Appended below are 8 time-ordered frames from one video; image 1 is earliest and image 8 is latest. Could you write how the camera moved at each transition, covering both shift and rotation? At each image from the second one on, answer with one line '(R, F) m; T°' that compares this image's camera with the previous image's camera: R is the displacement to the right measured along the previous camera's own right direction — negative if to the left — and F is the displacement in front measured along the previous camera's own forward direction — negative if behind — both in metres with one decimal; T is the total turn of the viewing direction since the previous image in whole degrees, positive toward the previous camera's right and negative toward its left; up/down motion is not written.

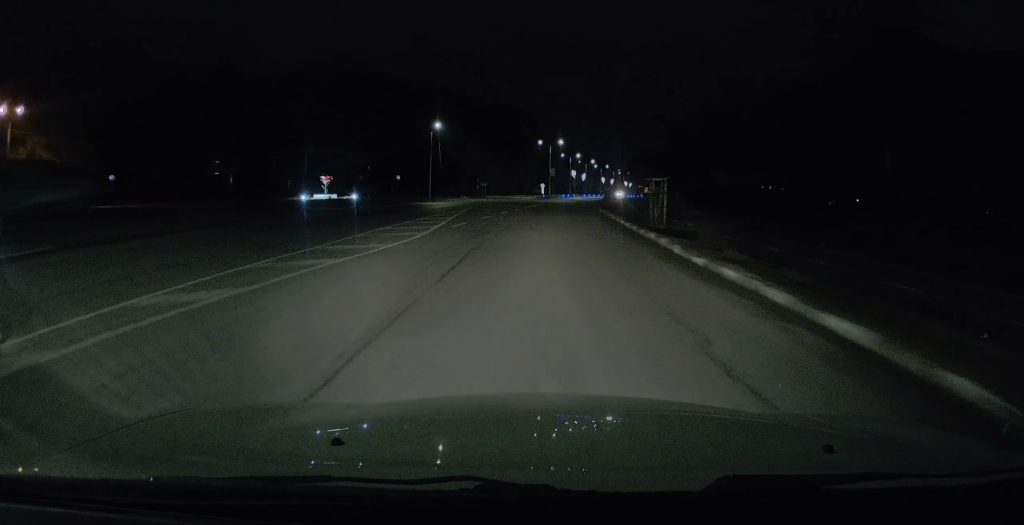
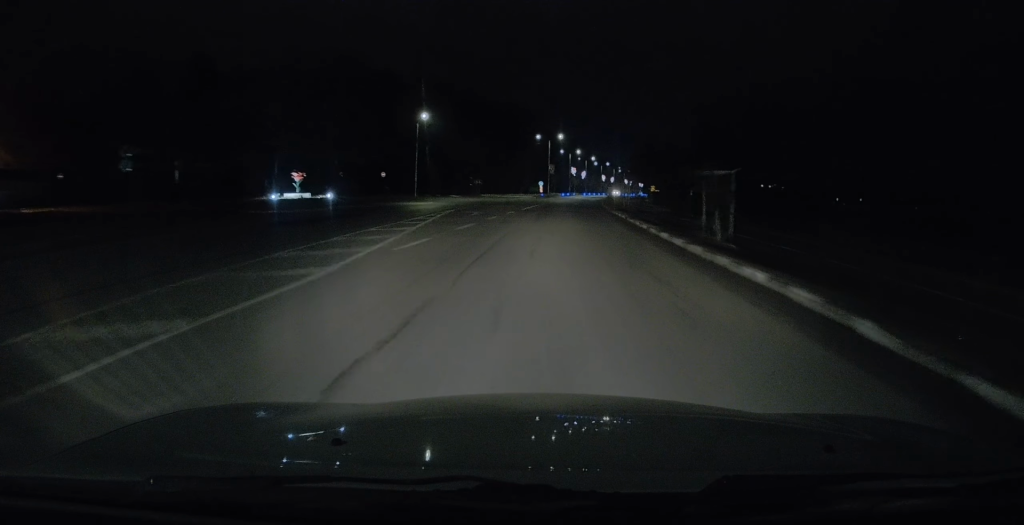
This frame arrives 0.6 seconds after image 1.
(0.0, +8.5) m; +1°
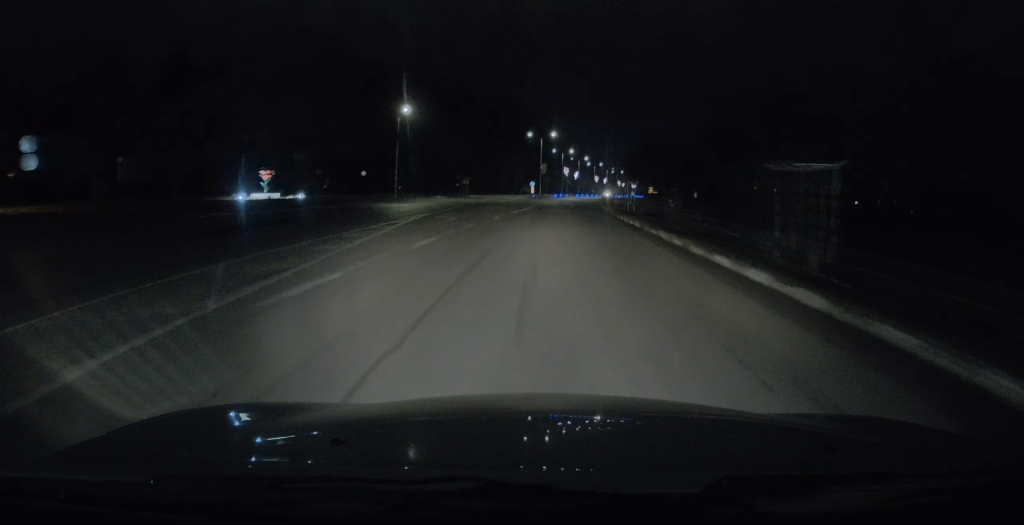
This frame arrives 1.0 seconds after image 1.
(+0.1, +6.1) m; +1°
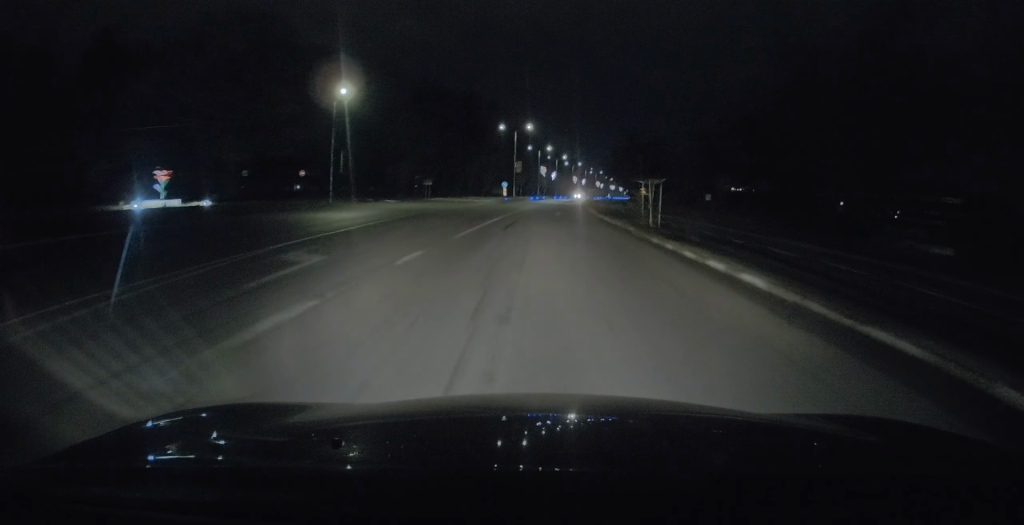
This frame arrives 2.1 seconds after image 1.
(+0.1, +14.4) m; +1°
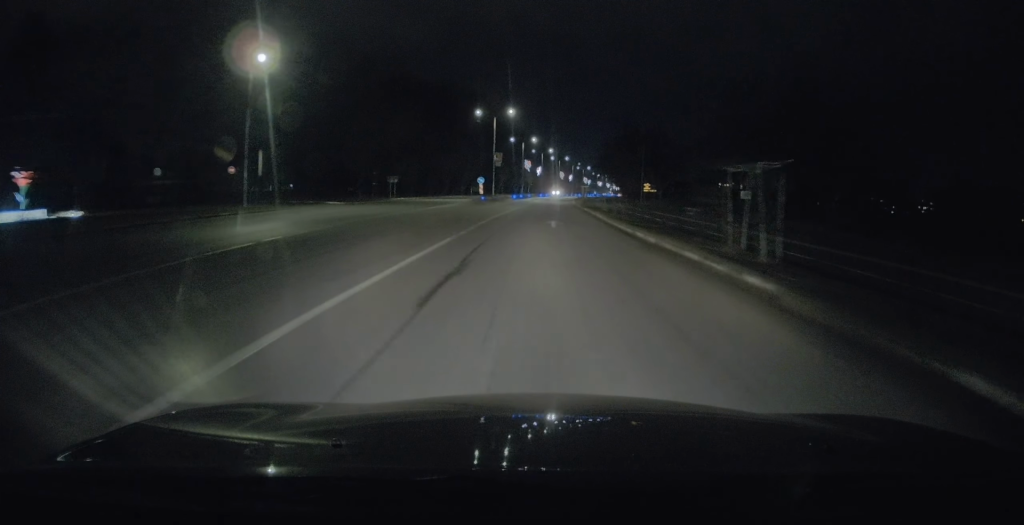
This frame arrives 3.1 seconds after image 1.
(+0.2, +13.8) m; +1°
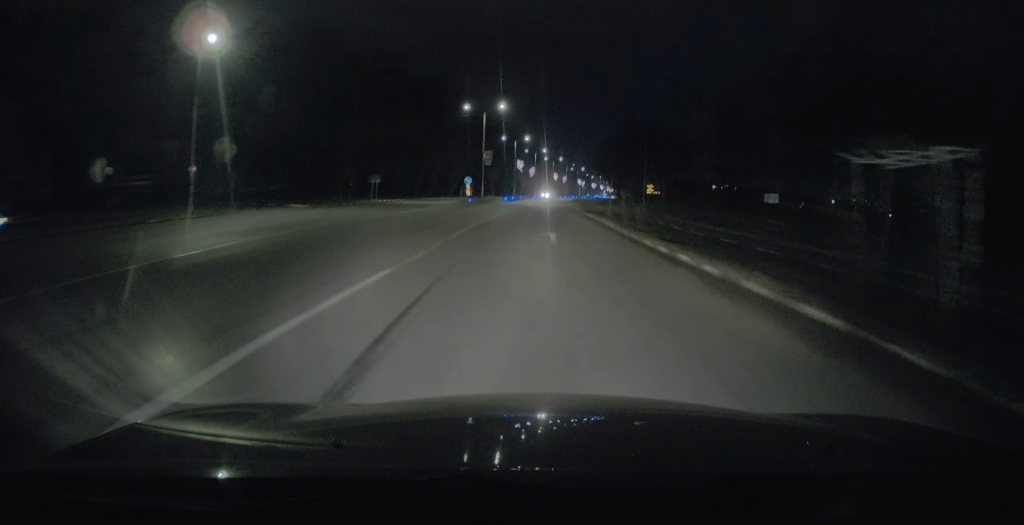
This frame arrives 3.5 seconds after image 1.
(0.0, +6.0) m; +1°
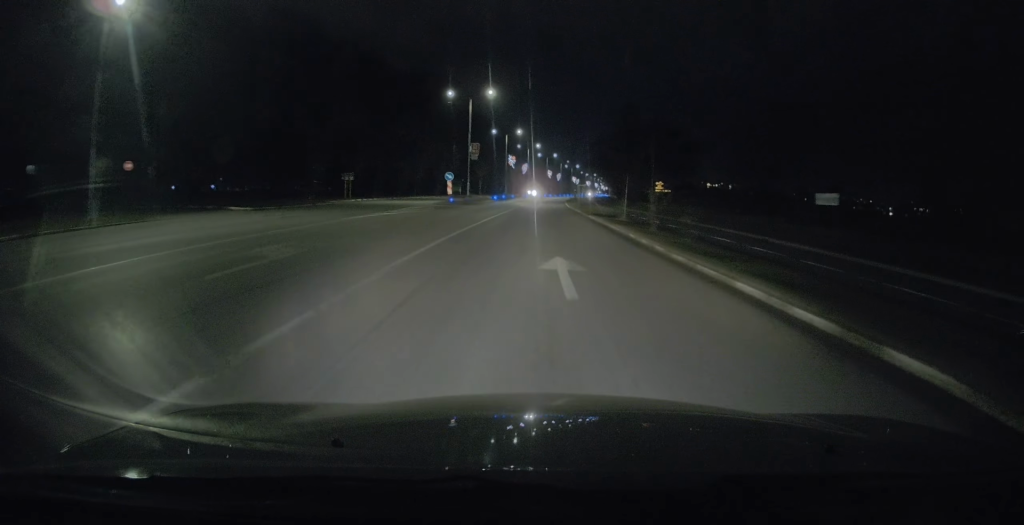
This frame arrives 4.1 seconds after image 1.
(0.0, +8.3) m; +1°
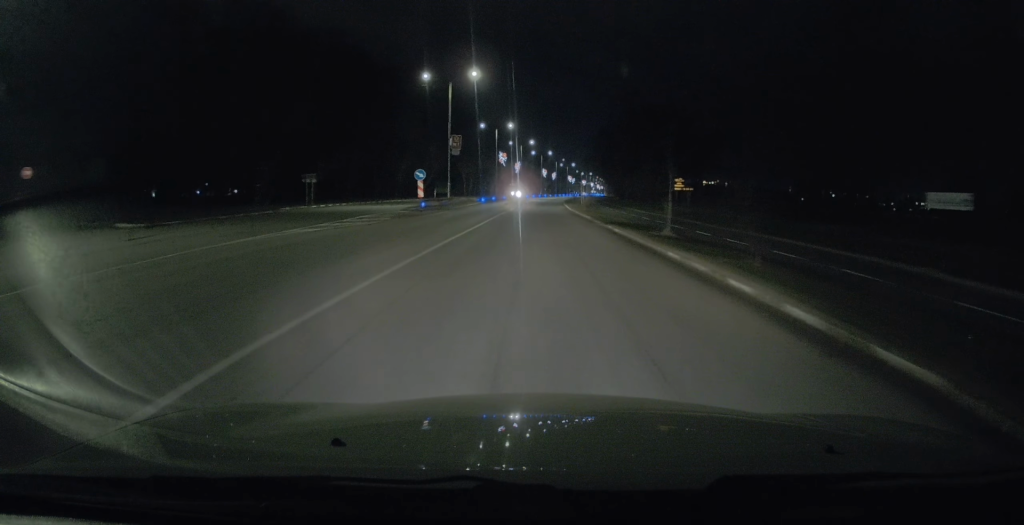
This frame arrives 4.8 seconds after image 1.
(+0.1, +10.2) m; +1°
